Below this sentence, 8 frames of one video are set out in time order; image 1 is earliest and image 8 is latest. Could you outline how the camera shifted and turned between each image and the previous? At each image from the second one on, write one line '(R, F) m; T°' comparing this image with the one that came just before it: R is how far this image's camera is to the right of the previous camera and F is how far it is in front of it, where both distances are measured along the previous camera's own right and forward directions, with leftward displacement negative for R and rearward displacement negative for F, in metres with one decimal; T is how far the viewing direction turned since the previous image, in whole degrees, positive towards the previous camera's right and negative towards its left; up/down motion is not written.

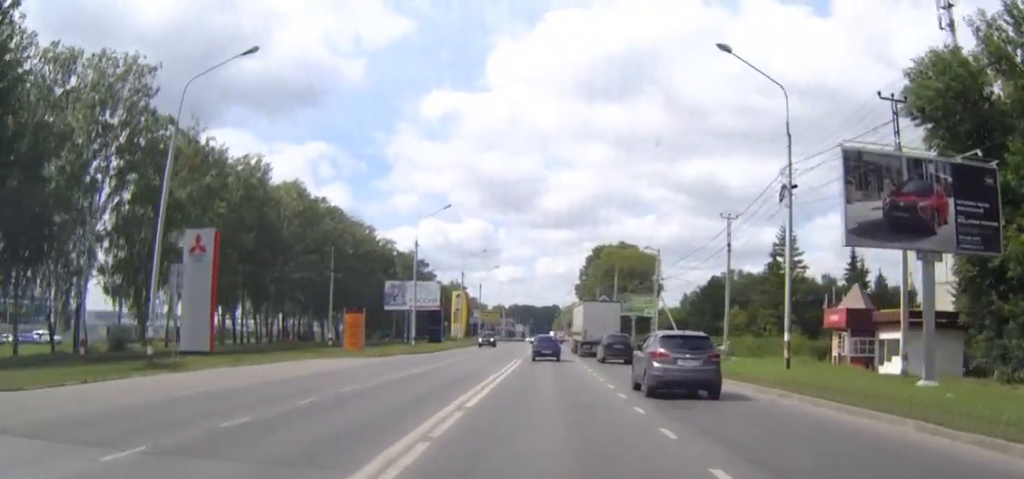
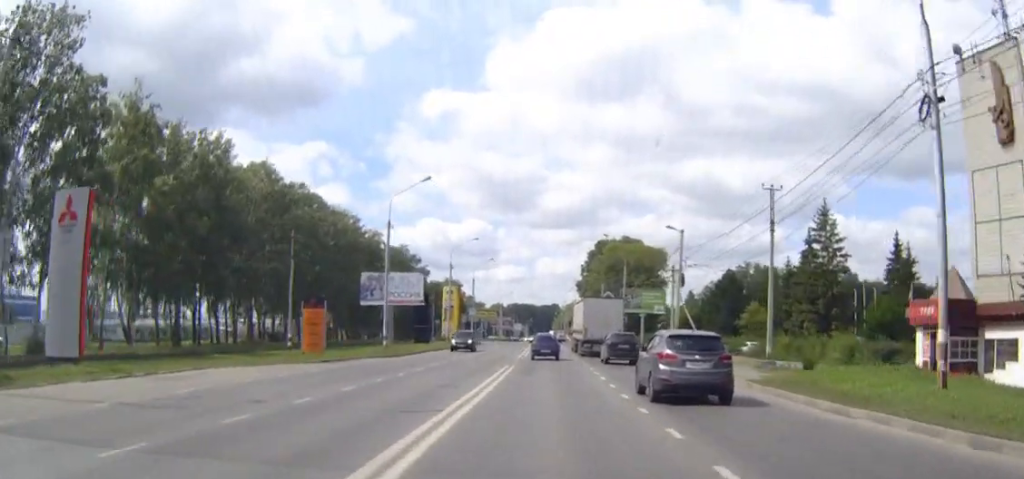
(+0.1, +12.4) m; 0°
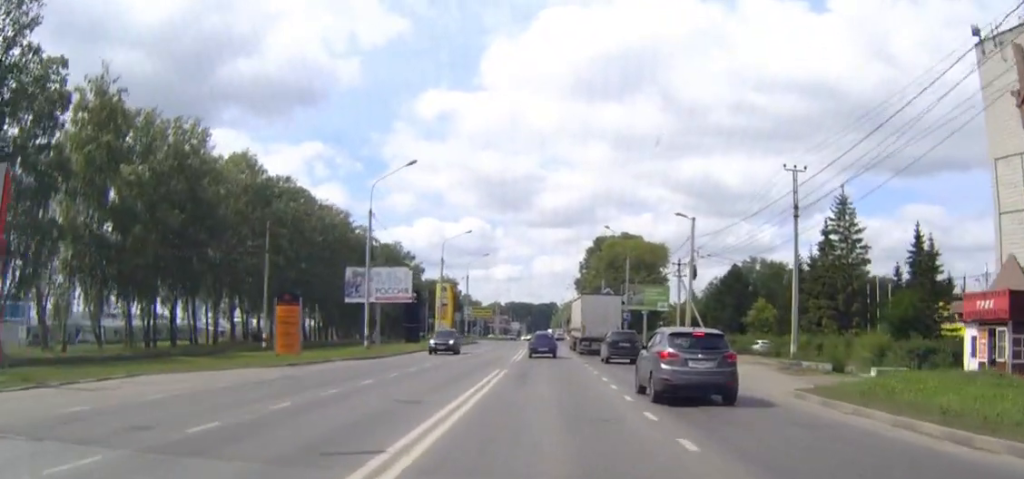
(0.0, +5.9) m; 0°
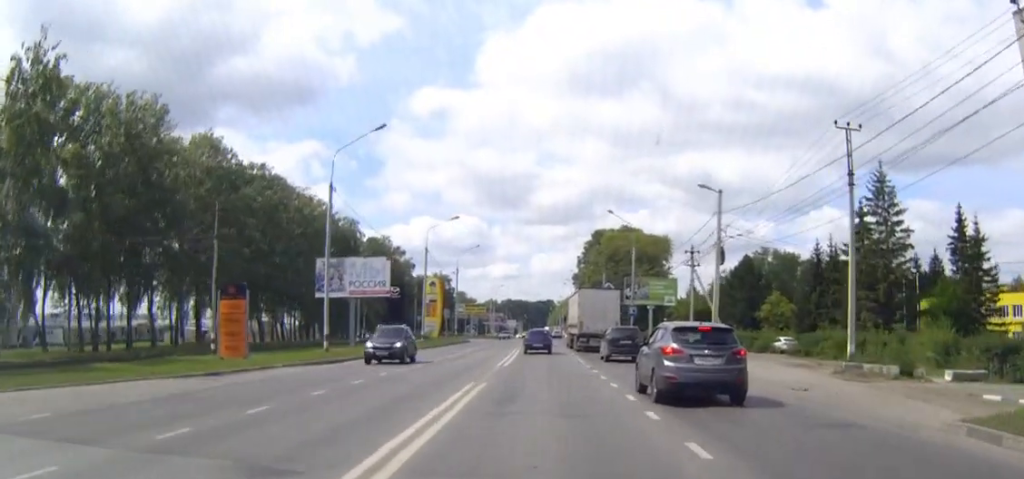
(0.0, +8.9) m; 0°
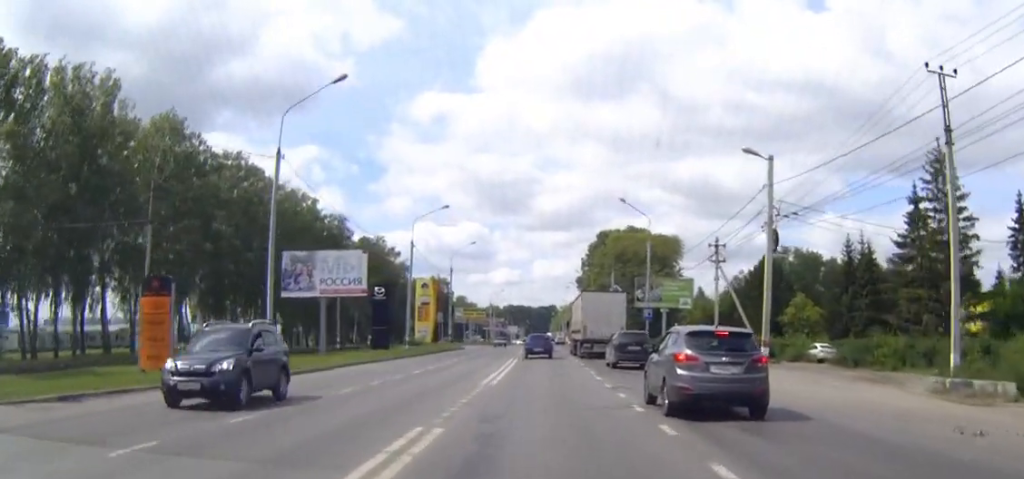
(0.0, +9.3) m; 0°
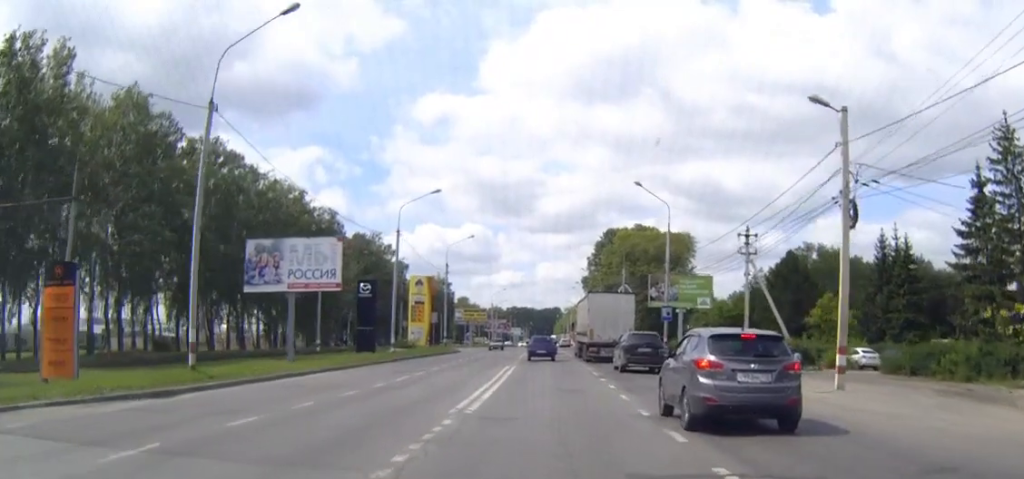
(-0.1, +8.0) m; 0°
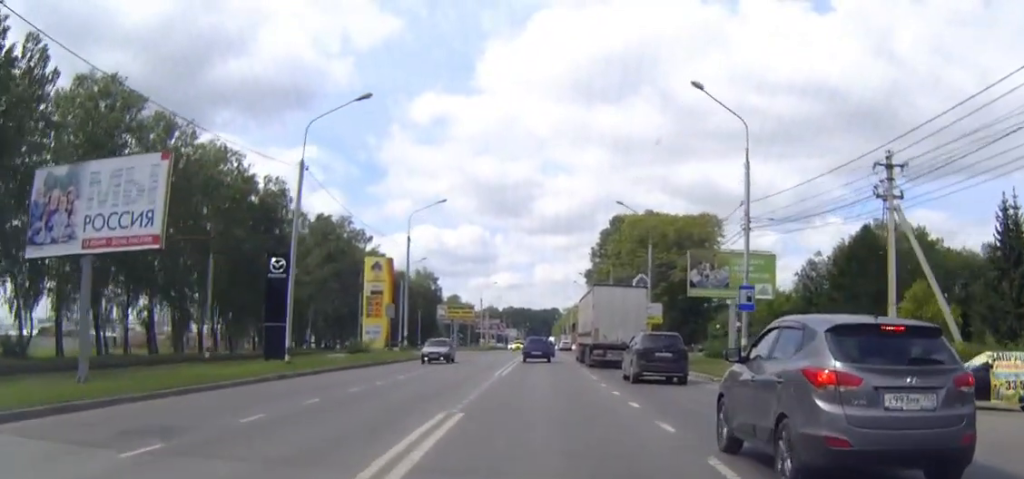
(0.0, +23.3) m; 0°
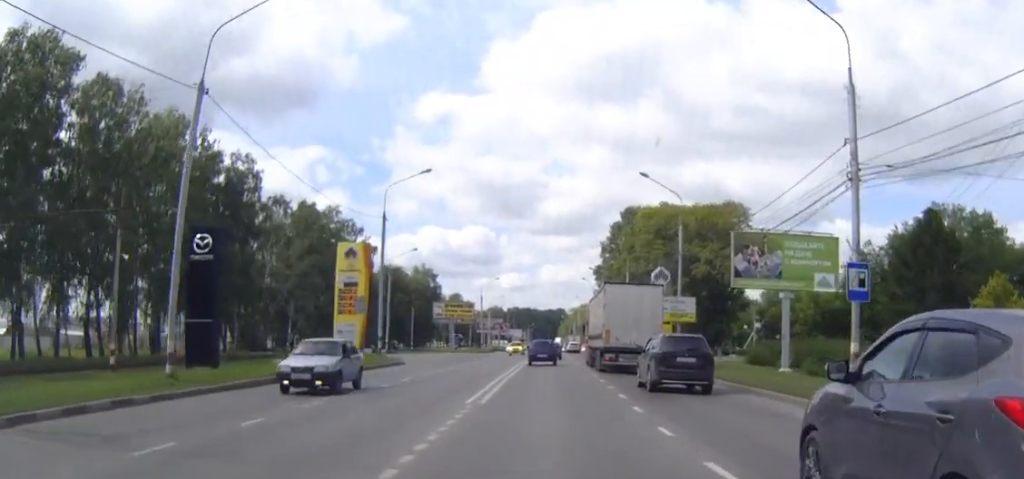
(0.0, +12.0) m; 0°
